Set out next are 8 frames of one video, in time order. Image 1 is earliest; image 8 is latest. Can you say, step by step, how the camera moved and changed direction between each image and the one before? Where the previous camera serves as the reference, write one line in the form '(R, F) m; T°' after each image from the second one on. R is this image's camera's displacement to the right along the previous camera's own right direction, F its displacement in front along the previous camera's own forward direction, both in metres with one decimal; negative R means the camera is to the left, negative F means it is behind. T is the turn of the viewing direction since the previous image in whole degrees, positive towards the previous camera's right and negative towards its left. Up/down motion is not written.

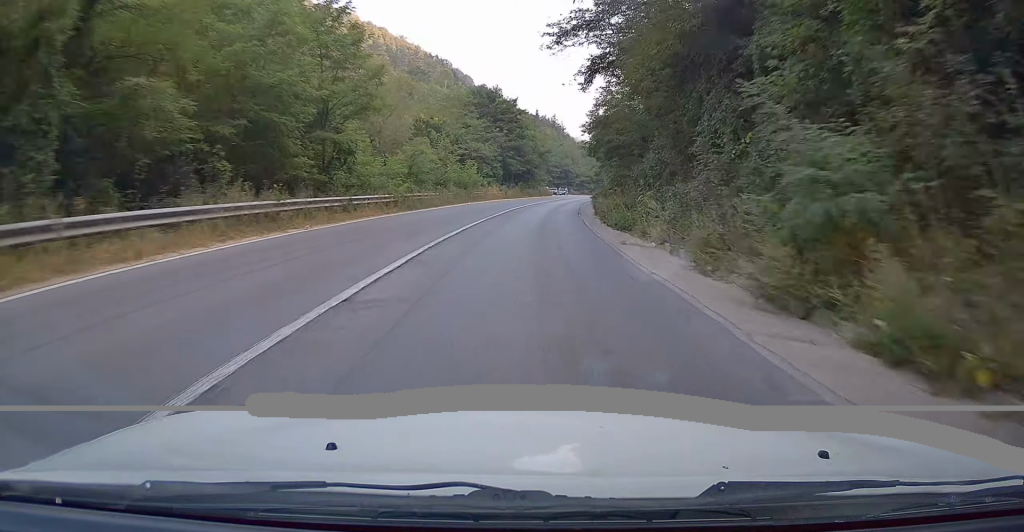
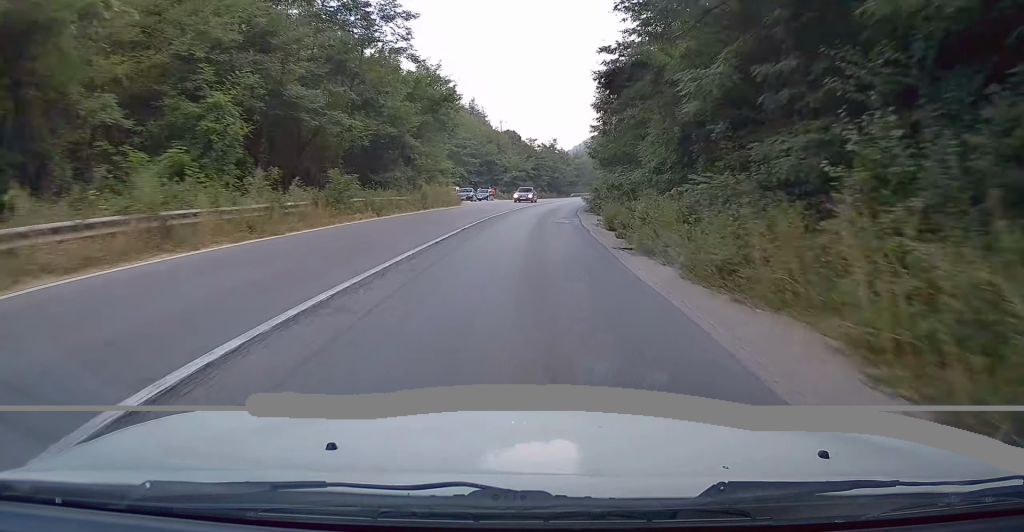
(+3.4, +55.3) m; +7°
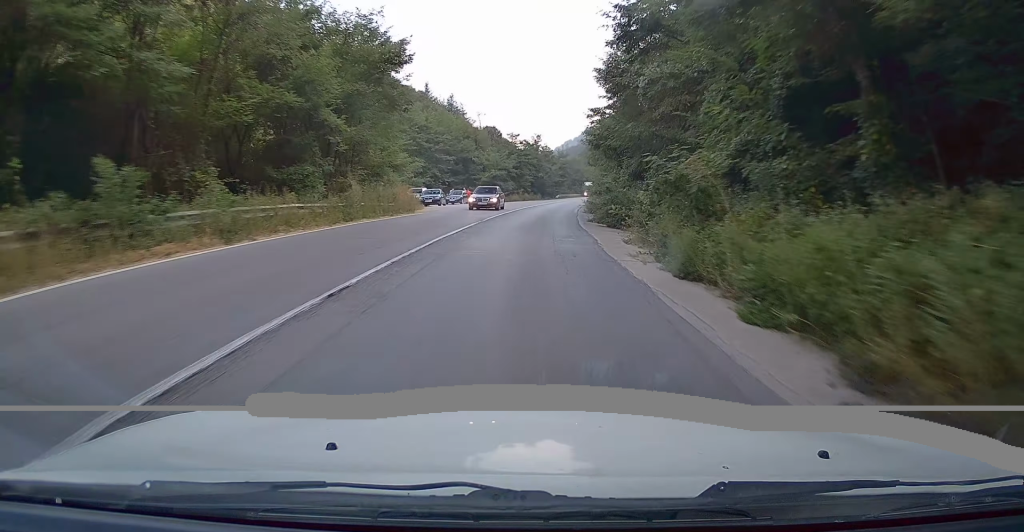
(+0.1, +11.8) m; +1°
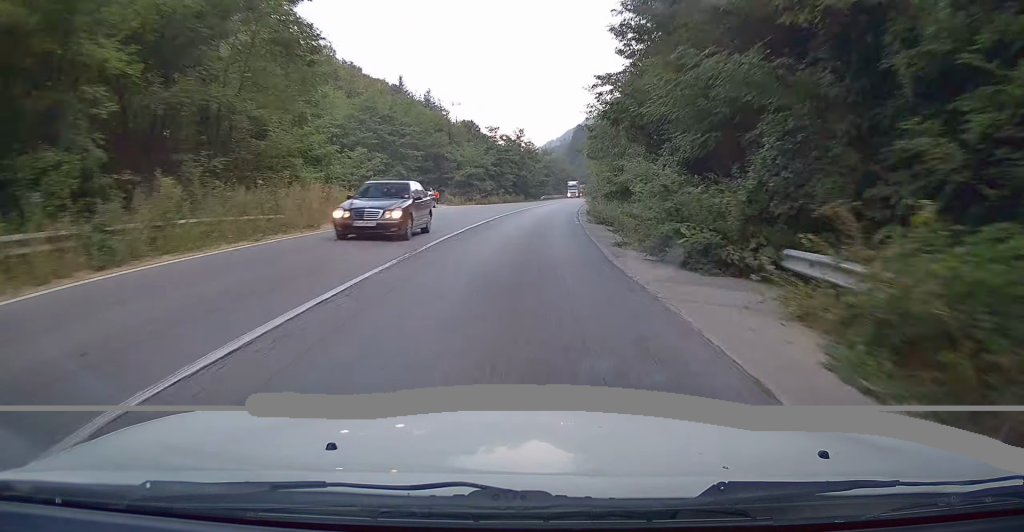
(+0.2, +12.6) m; +2°
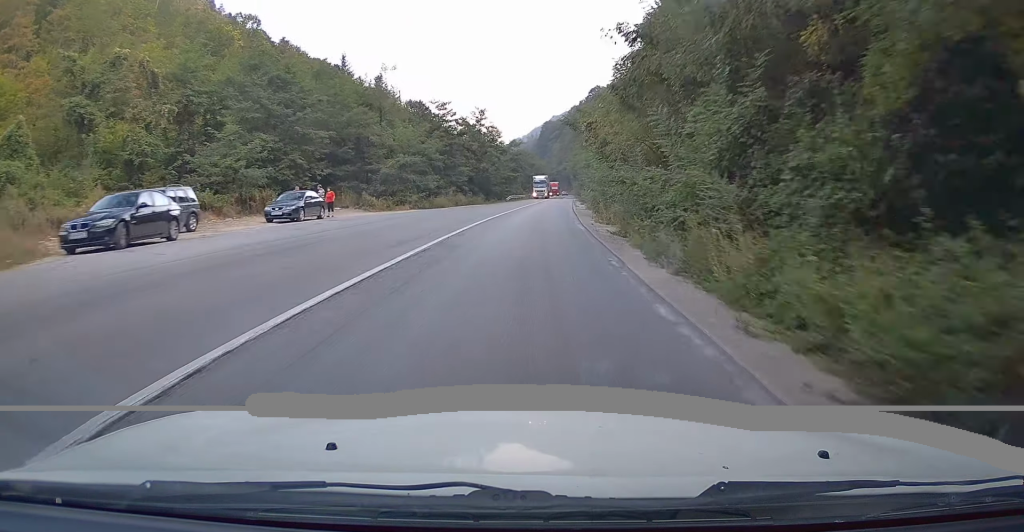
(+0.7, +24.7) m; +3°
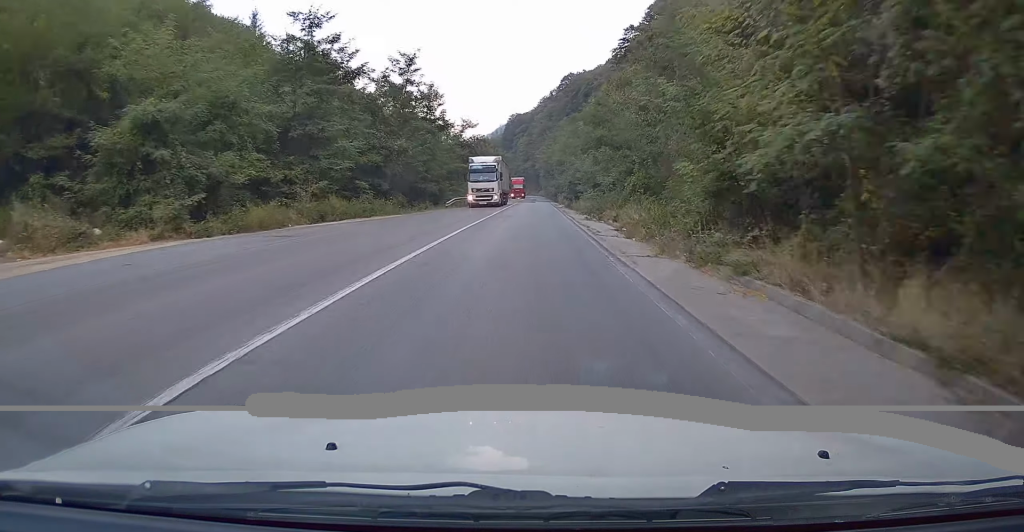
(+0.8, +33.8) m; +3°
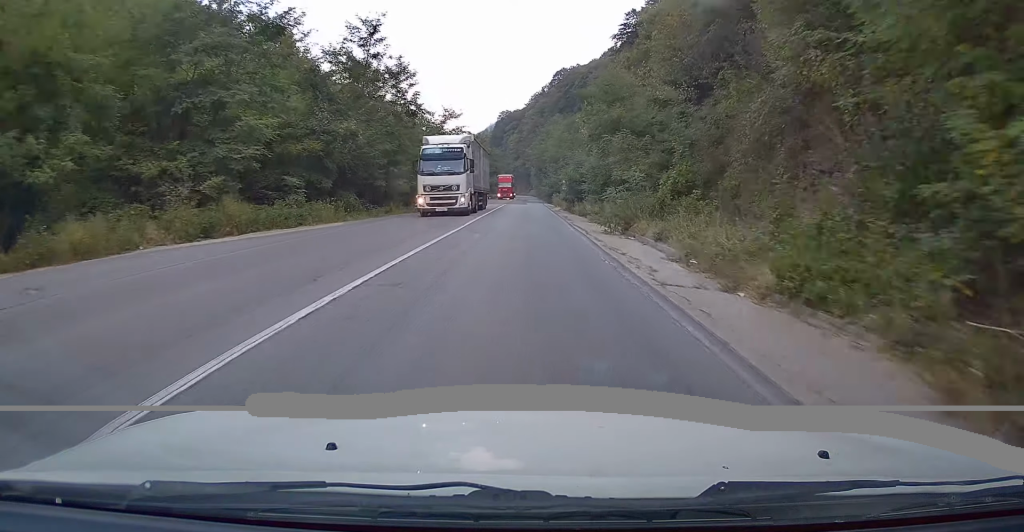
(+0.2, +10.5) m; +1°
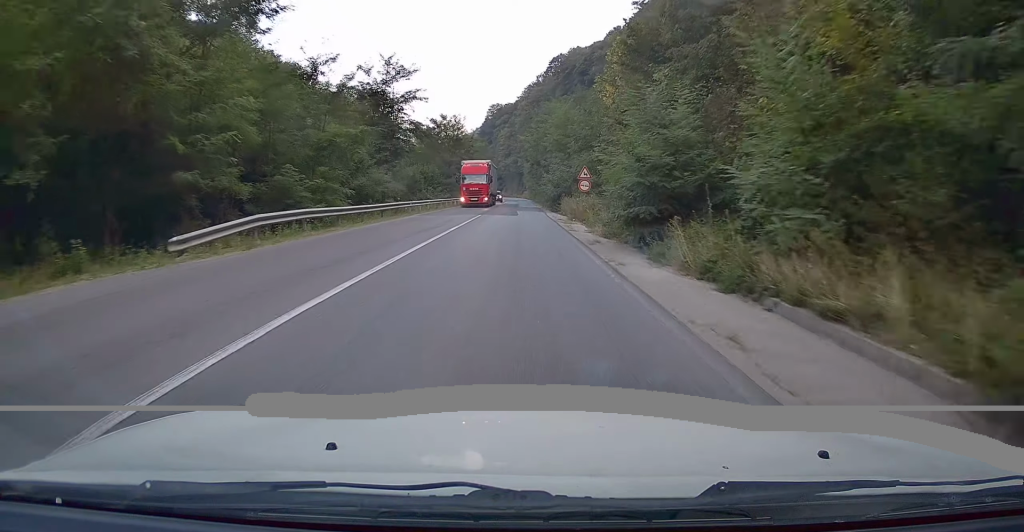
(+0.8, +28.1) m; +2°
